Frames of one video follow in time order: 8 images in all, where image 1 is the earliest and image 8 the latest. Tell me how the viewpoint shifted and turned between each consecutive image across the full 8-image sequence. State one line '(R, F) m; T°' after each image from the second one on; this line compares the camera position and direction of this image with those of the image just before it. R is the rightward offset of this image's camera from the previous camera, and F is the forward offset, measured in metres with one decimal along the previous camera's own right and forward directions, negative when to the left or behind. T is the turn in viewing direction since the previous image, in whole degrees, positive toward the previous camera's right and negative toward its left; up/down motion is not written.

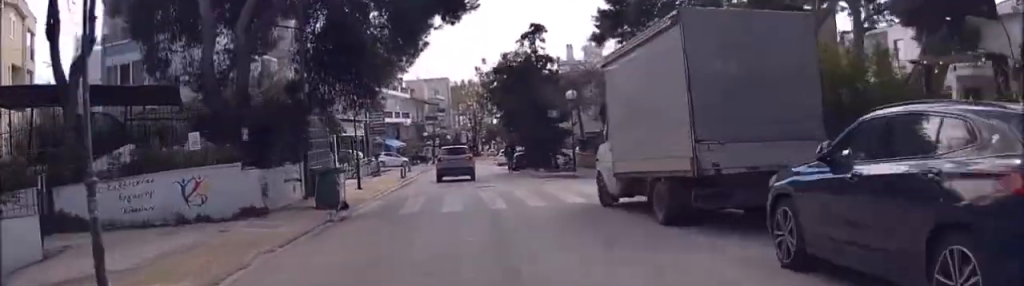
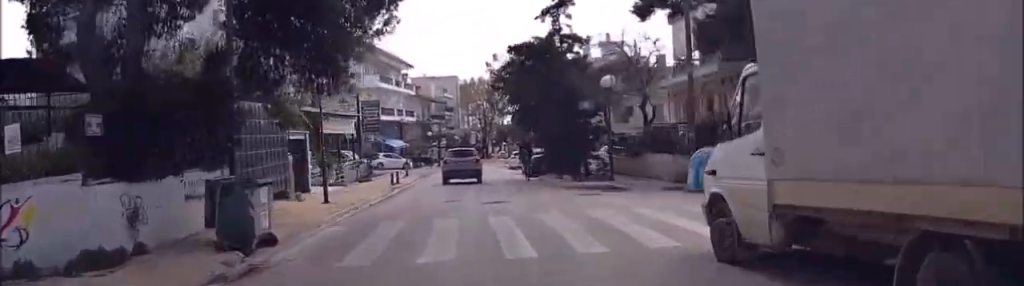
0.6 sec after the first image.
(0.0, +6.8) m; 0°
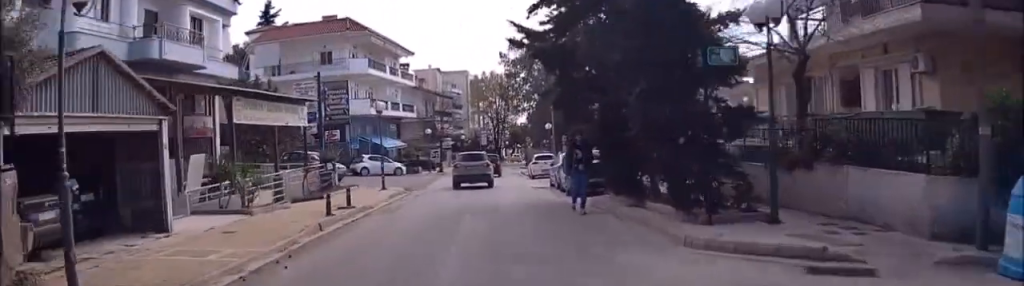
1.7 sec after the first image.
(-0.2, +12.5) m; -2°
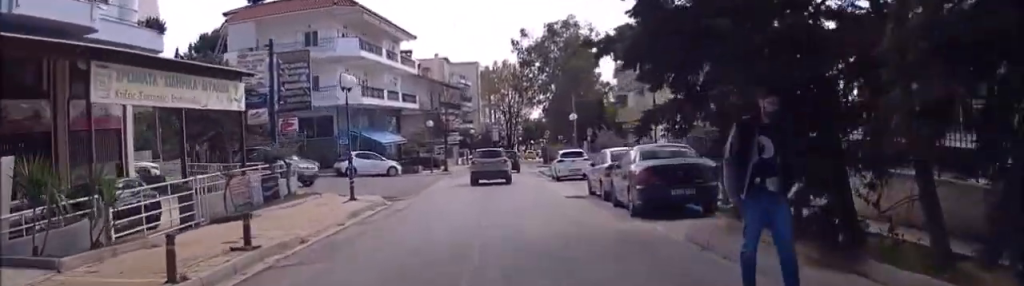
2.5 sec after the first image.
(-0.2, +8.5) m; 0°
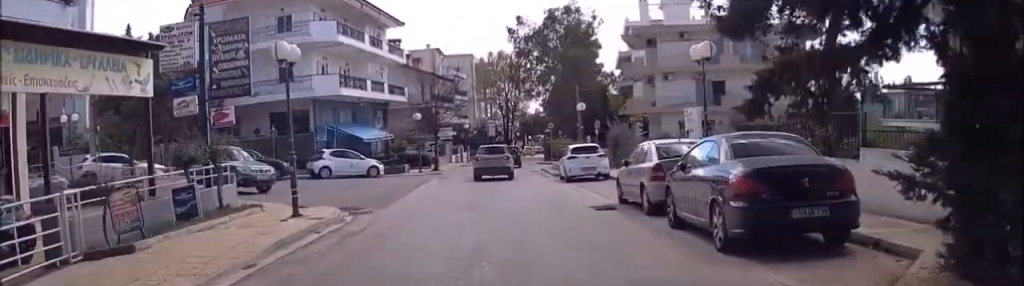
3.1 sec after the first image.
(0.0, +5.5) m; 0°
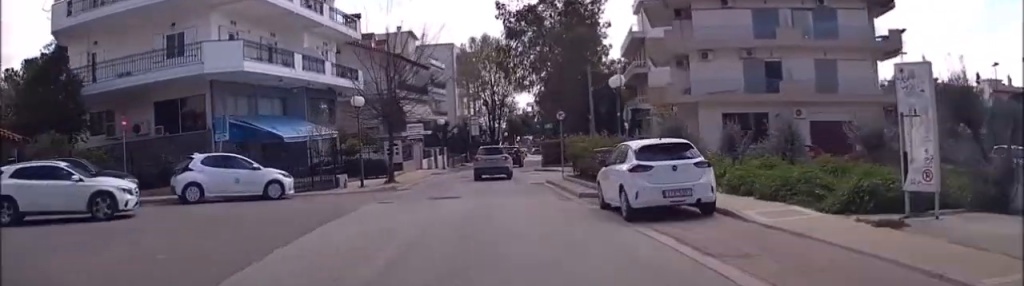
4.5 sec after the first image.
(+0.1, +14.0) m; 0°
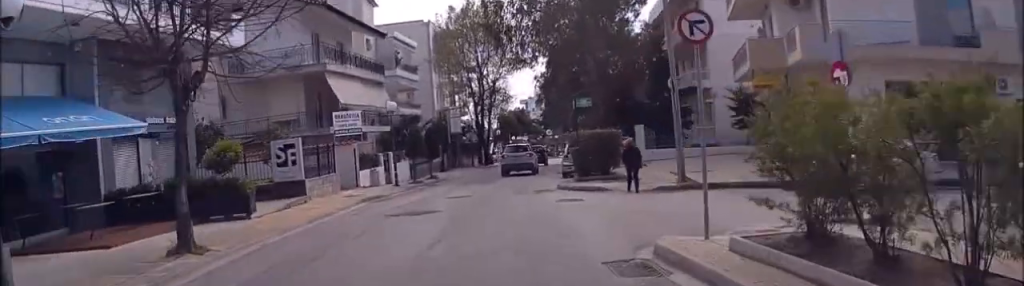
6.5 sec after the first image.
(+0.2, +19.4) m; +3°
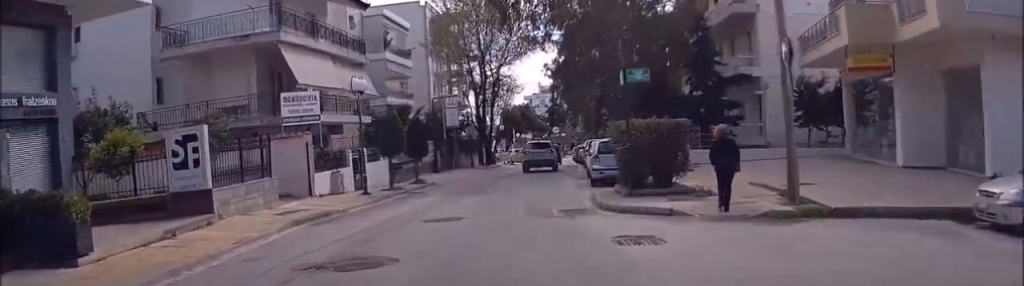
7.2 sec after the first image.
(+0.1, +7.4) m; +1°
